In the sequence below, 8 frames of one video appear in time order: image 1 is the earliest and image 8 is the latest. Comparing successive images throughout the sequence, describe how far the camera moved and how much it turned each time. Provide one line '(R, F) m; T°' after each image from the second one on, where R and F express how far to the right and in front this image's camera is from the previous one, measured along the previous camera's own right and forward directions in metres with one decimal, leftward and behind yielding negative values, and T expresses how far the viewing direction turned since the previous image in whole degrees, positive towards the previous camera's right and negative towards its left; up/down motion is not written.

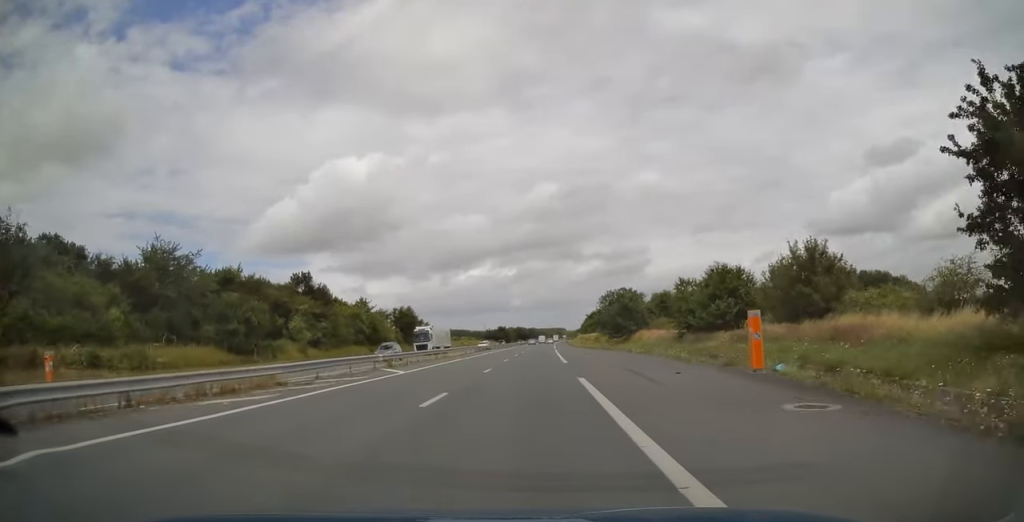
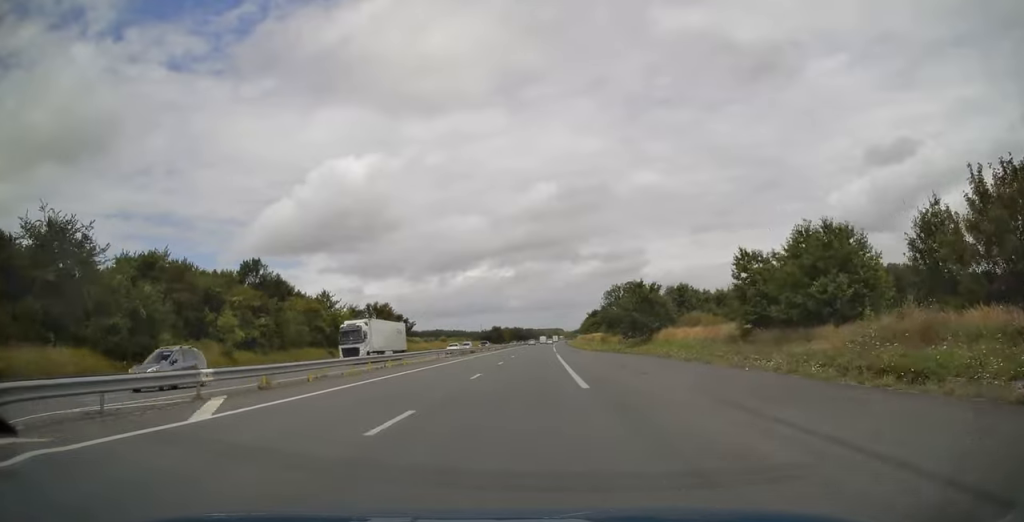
(+0.1, +16.7) m; 0°
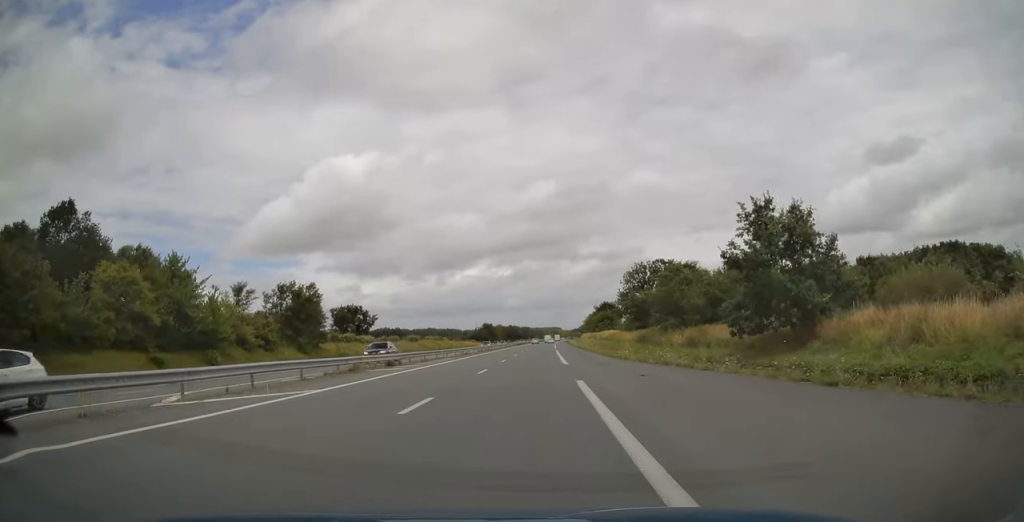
(0.0, +36.6) m; 0°
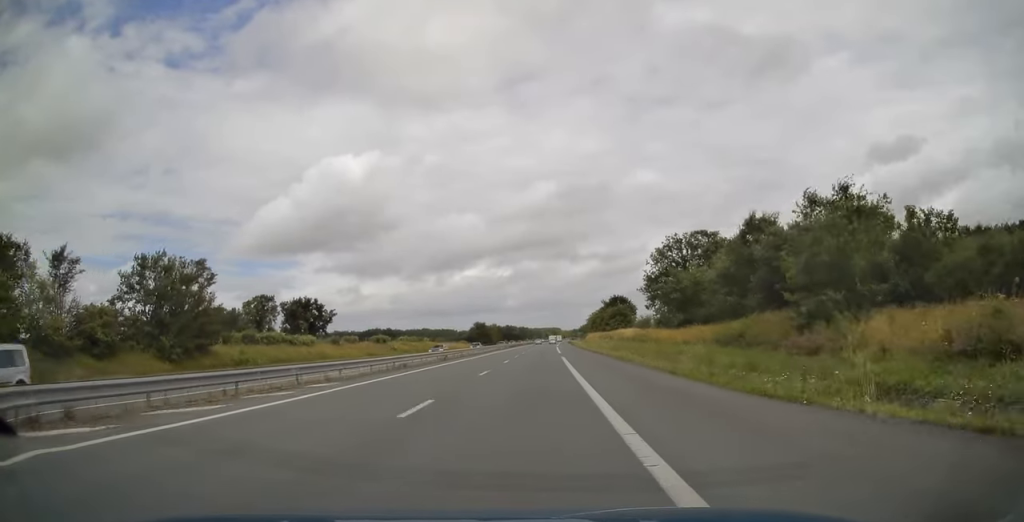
(+0.1, +26.5) m; 0°
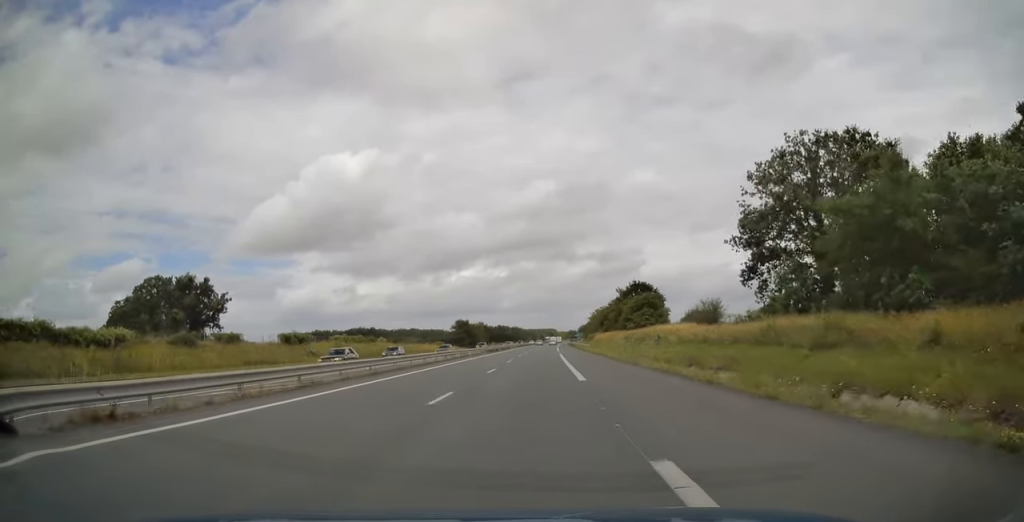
(0.0, +36.7) m; 0°
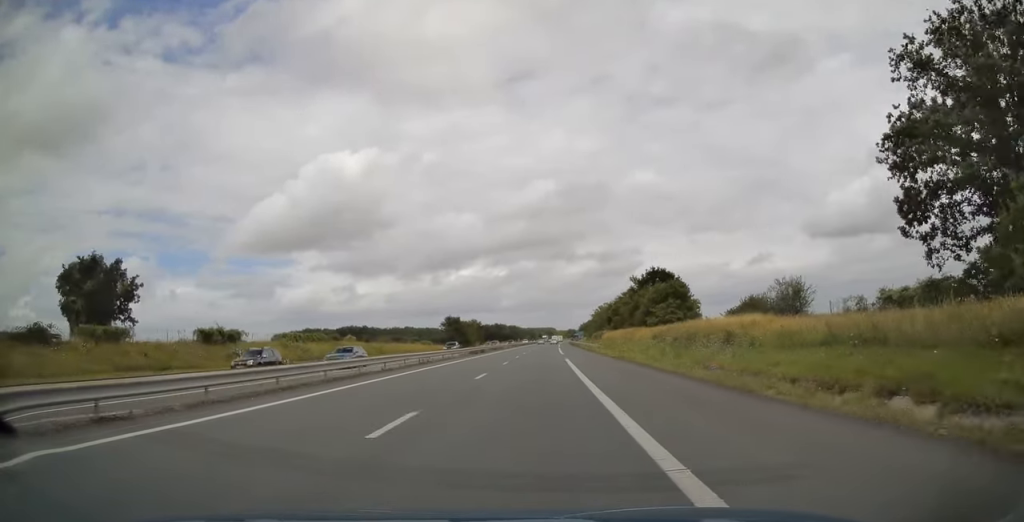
(0.0, +17.8) m; 0°
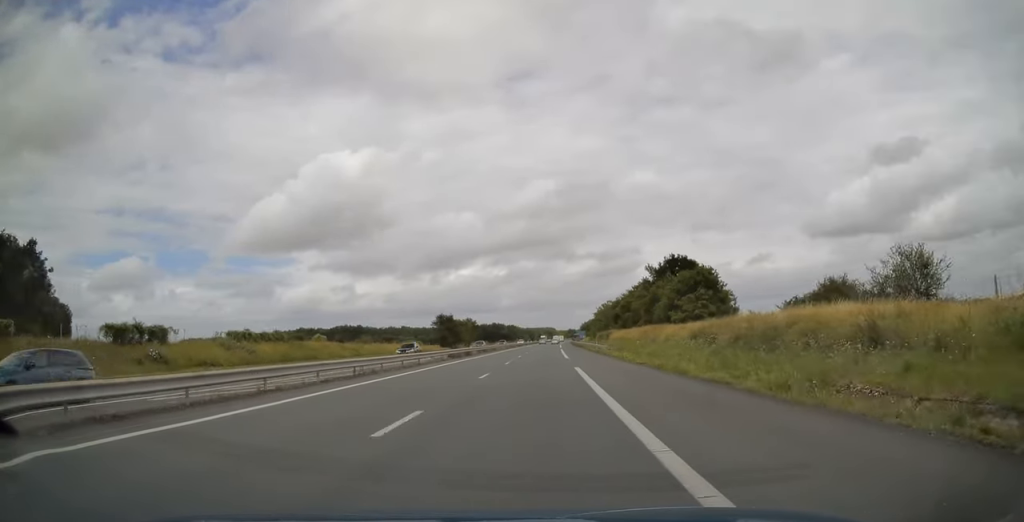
(0.0, +13.0) m; 0°
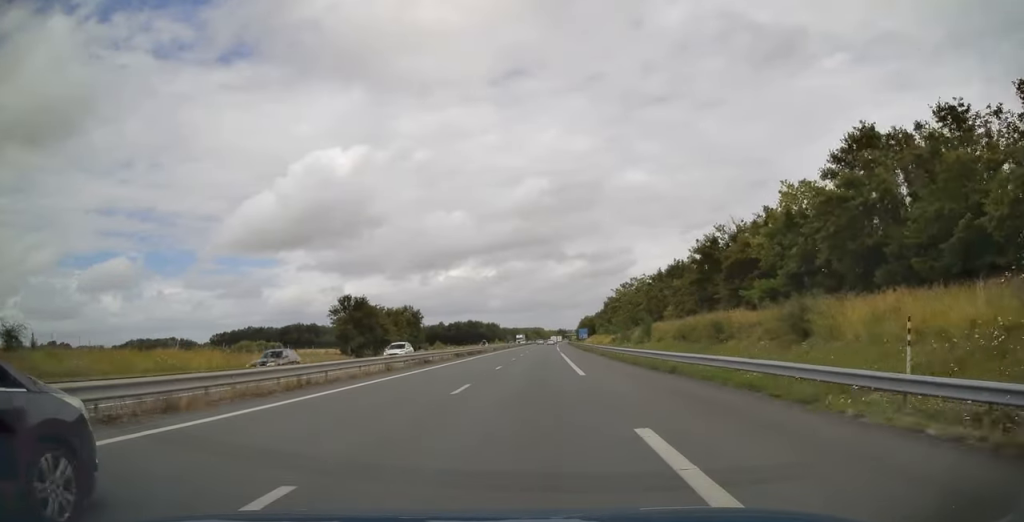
(+0.6, +71.1) m; +1°
